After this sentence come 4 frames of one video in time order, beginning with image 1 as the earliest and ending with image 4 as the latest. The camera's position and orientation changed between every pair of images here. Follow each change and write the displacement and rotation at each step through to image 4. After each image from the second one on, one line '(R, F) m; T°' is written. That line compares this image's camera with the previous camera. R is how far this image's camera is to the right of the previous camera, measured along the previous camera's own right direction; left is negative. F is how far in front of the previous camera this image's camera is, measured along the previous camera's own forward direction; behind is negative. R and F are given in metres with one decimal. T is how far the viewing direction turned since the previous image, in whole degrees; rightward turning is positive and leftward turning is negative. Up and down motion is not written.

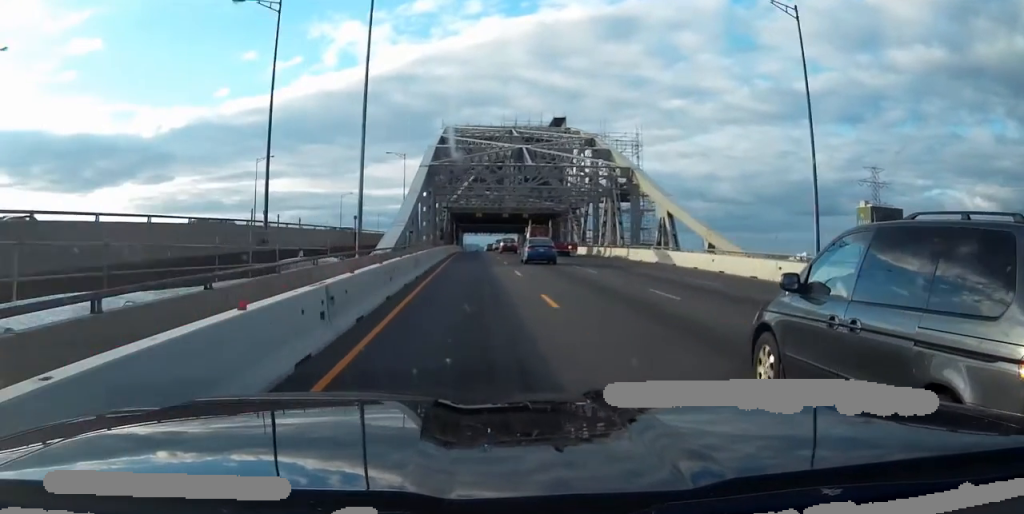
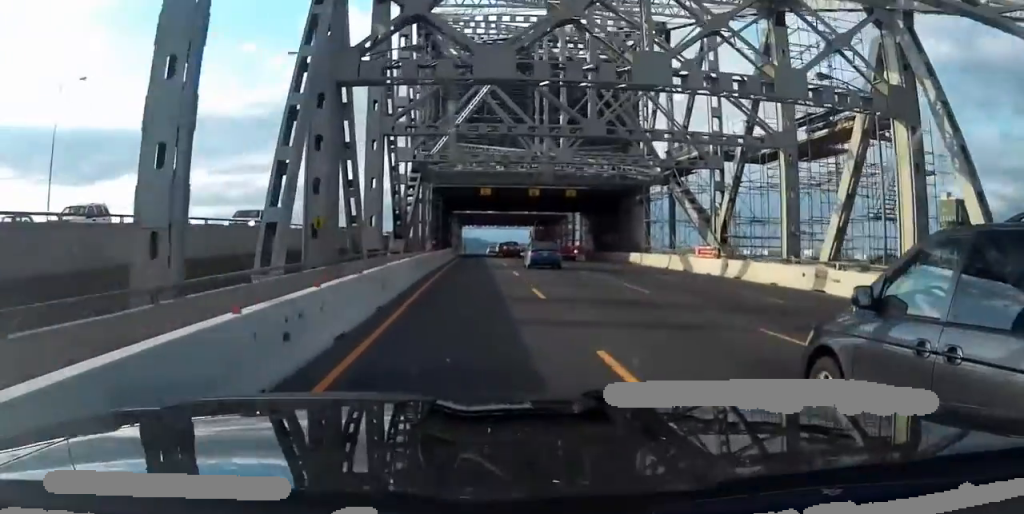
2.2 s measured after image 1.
(-0.2, +57.8) m; -1°
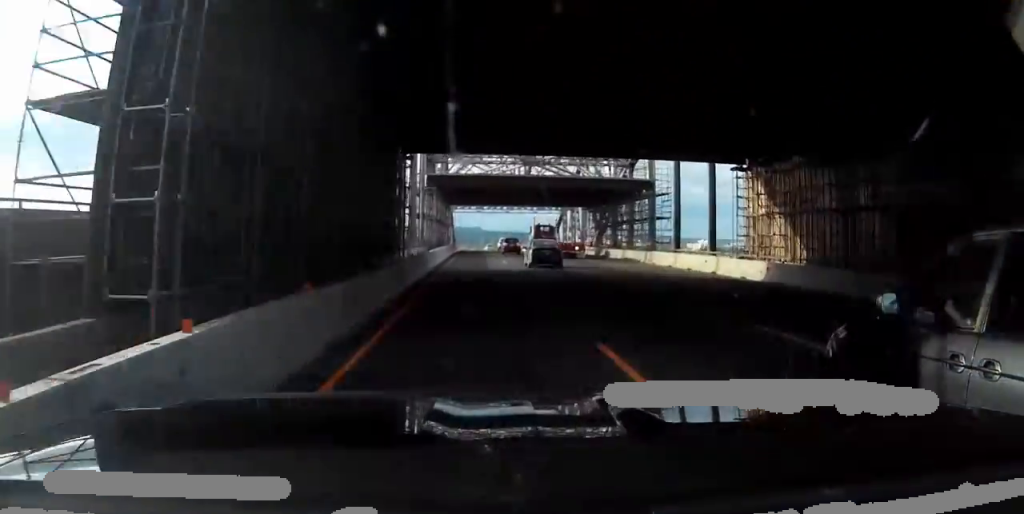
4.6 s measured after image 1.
(-2.7, +59.6) m; -3°
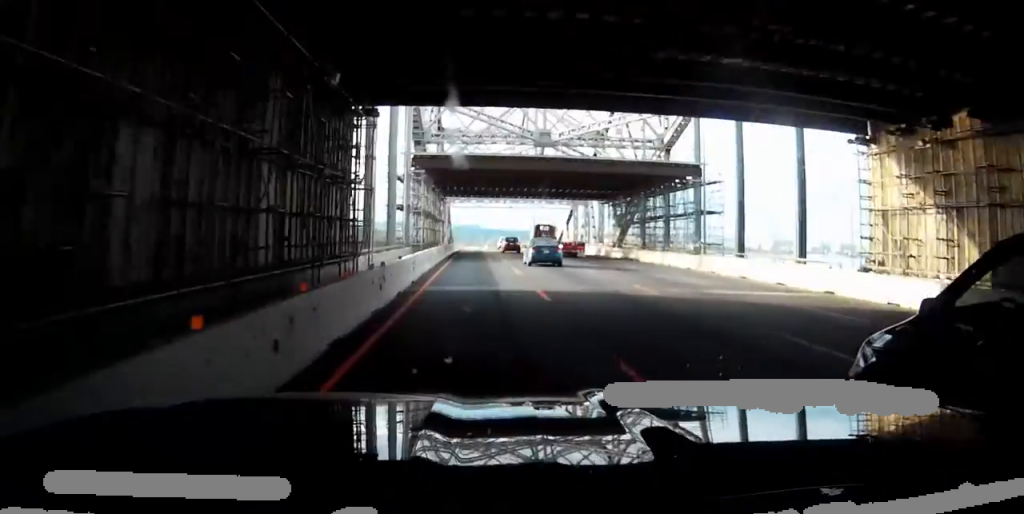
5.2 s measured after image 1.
(-0.2, +12.7) m; +1°
